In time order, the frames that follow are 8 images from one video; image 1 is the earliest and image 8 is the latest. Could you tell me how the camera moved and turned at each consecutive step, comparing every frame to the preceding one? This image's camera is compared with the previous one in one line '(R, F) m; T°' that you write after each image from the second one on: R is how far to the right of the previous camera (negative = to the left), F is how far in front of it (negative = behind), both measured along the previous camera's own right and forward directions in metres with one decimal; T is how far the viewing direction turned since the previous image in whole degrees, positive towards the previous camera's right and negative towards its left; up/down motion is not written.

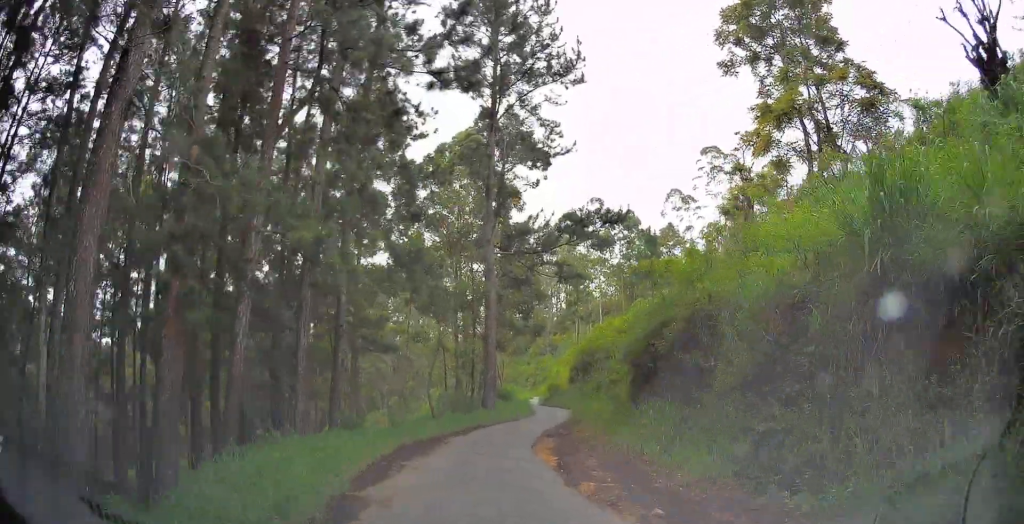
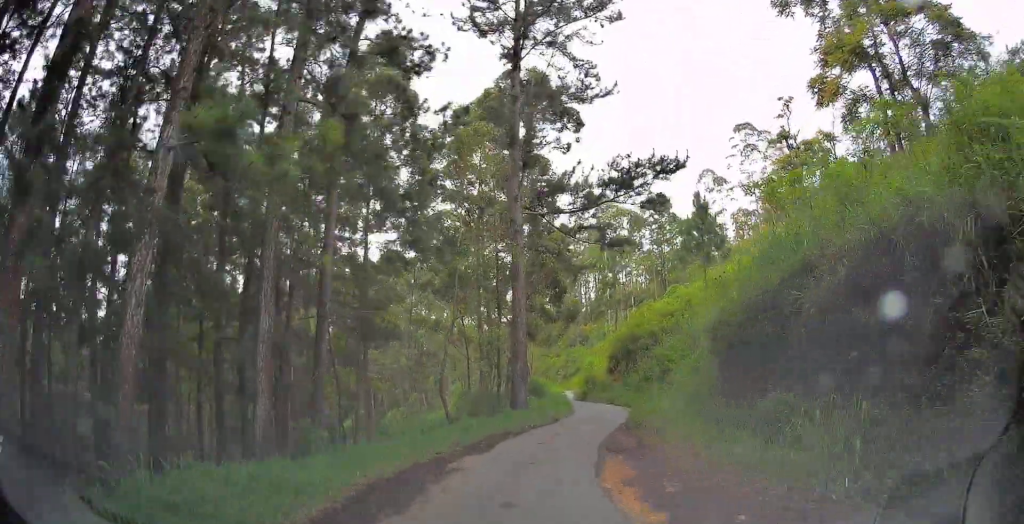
(-0.1, +6.6) m; -3°
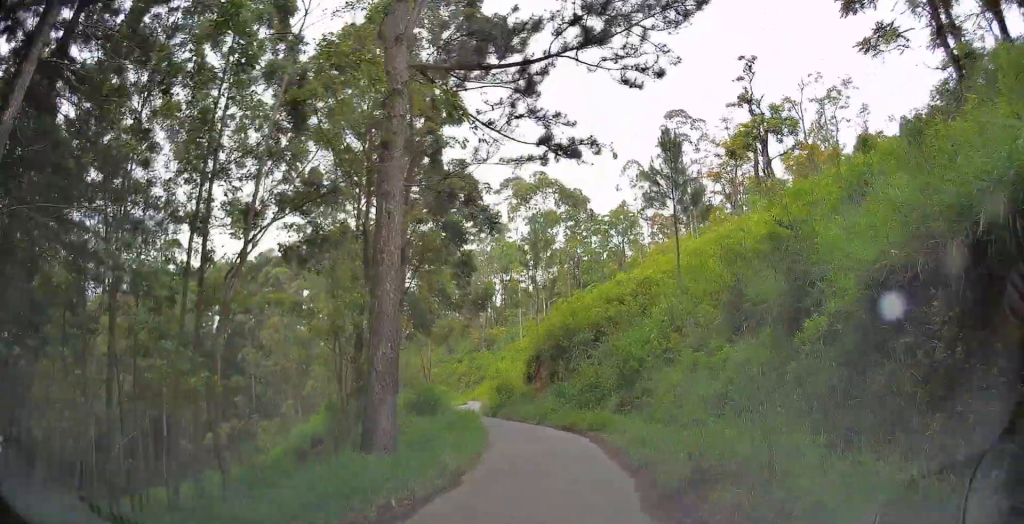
(0.0, +12.7) m; +6°
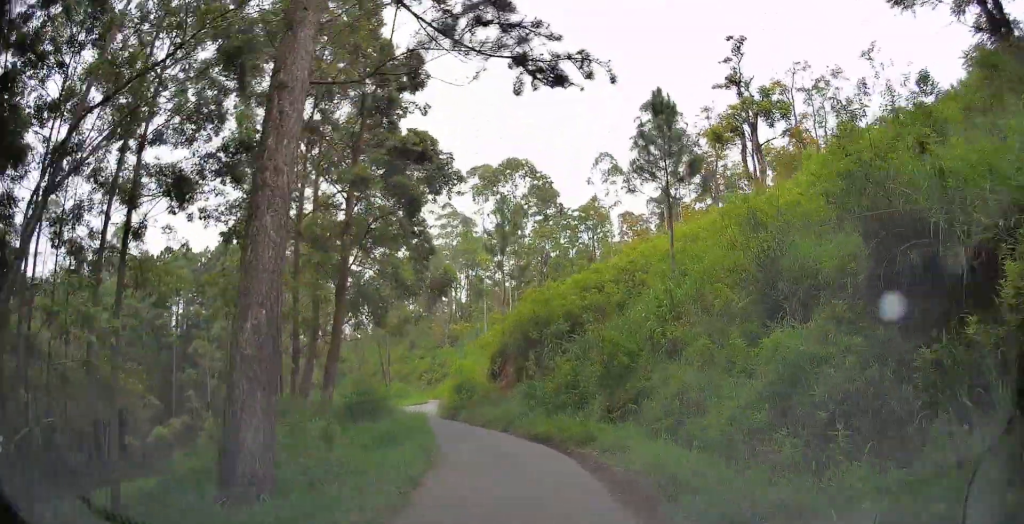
(+0.2, +4.4) m; +3°
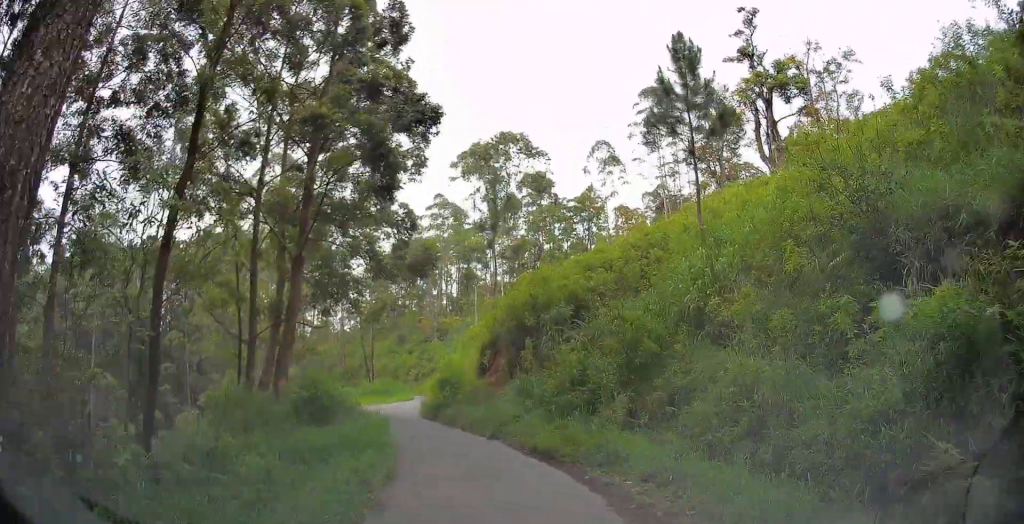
(+0.1, +4.2) m; +2°
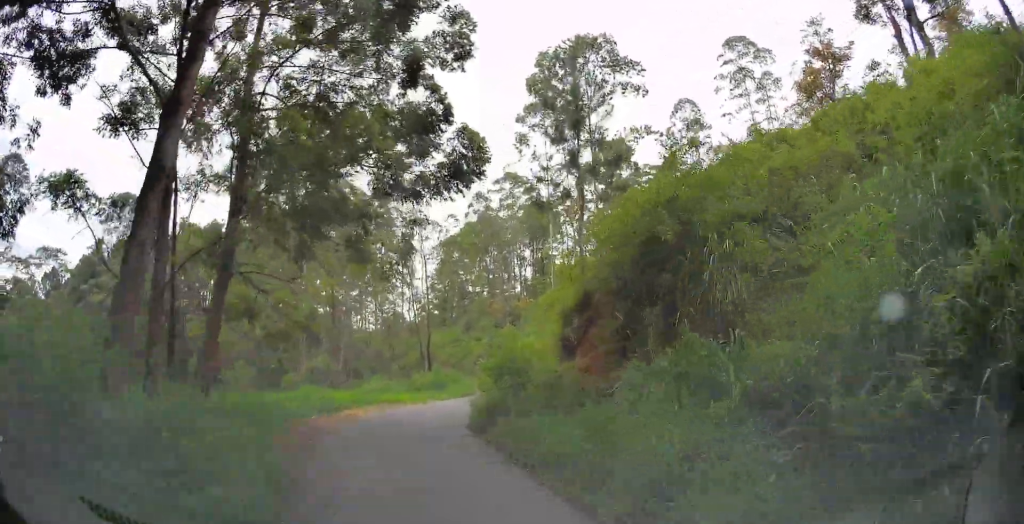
(-0.4, +11.6) m; -6°
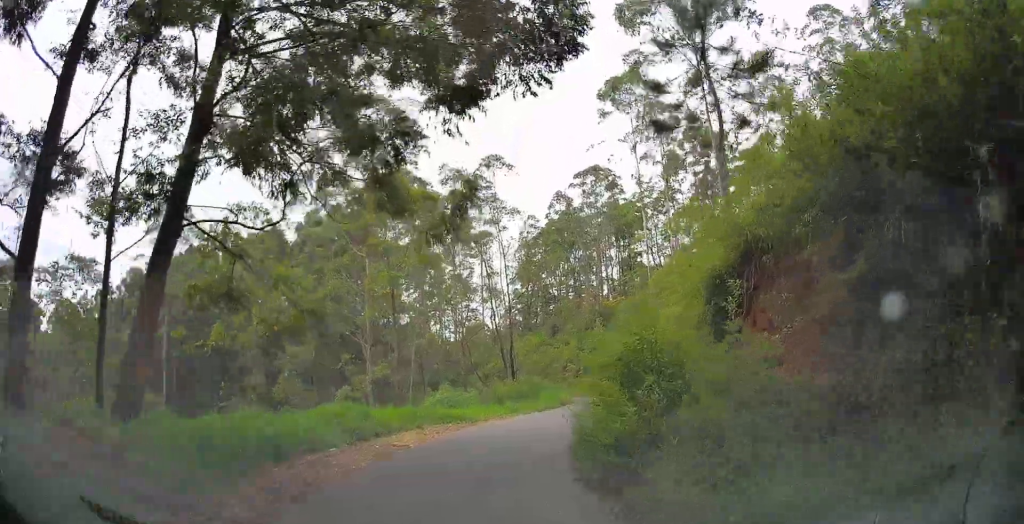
(-0.2, +7.2) m; -5°
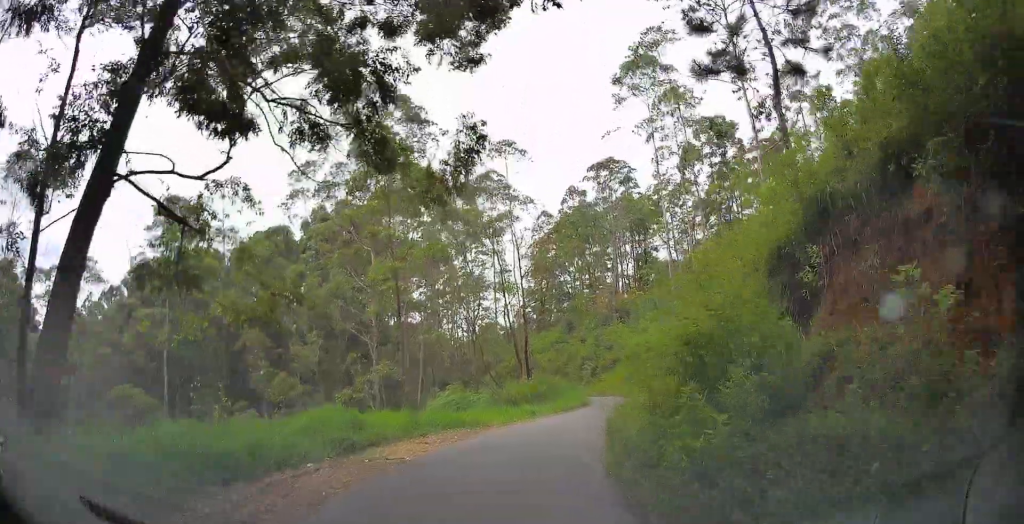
(0.0, +2.8) m; -2°
